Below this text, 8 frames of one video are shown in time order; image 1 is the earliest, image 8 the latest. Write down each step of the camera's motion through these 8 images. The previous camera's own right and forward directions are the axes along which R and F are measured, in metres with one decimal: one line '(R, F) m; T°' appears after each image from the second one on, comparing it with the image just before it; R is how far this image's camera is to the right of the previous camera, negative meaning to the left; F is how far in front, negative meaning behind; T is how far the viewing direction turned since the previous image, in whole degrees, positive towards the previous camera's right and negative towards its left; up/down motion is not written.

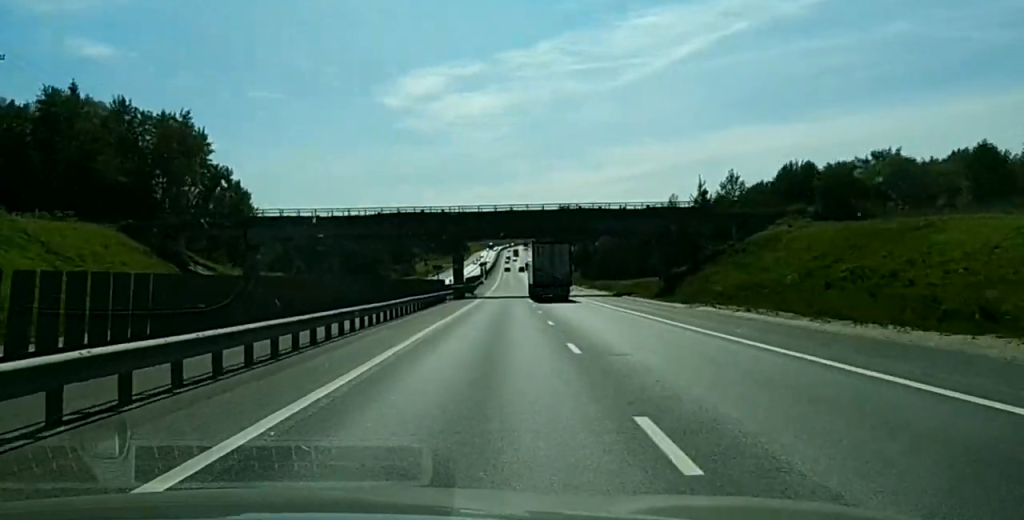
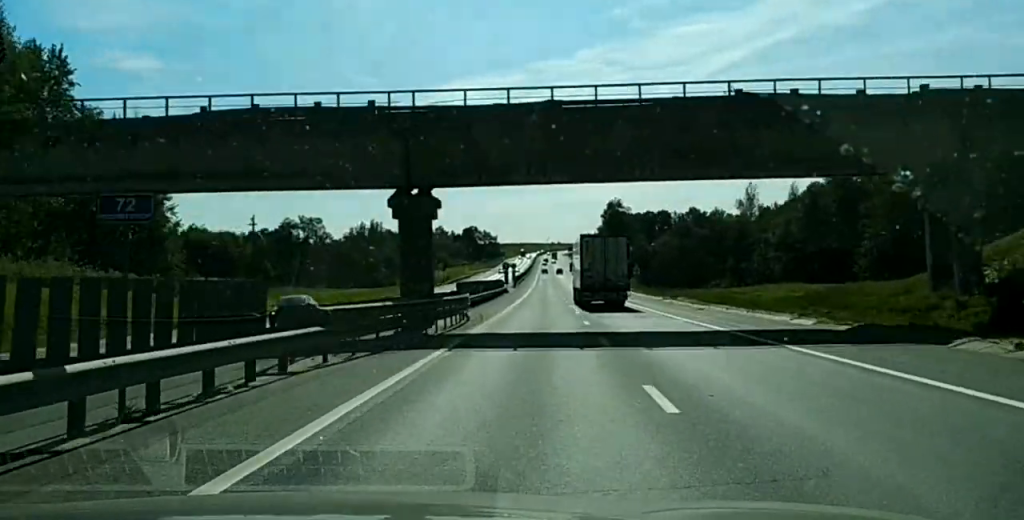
(-0.4, +61.4) m; +2°
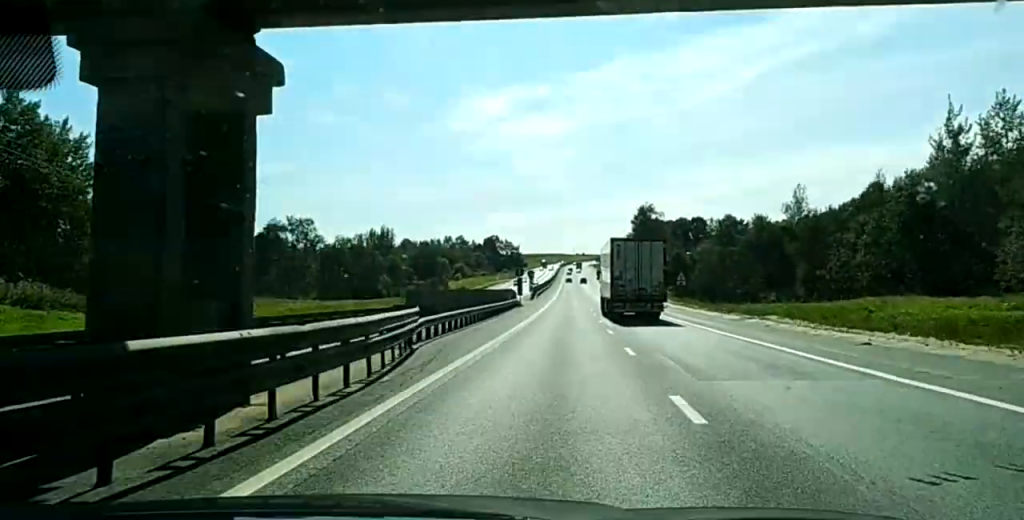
(+1.1, +30.8) m; +2°
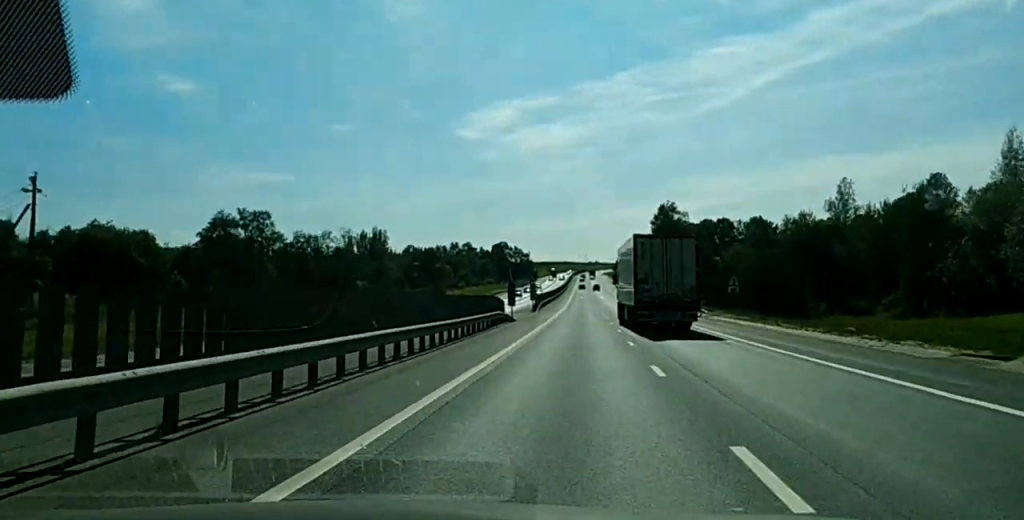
(+0.1, +35.0) m; 0°
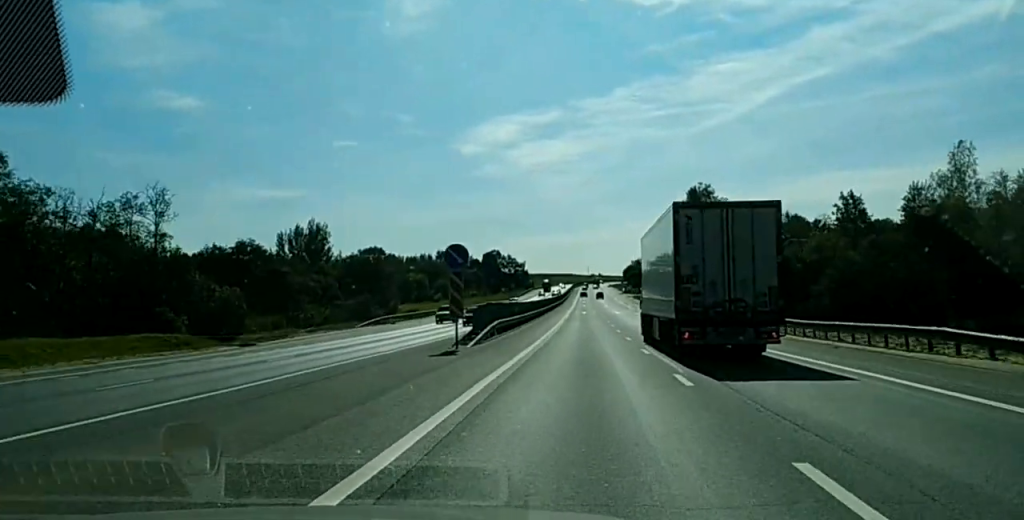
(-1.3, +71.5) m; -2°
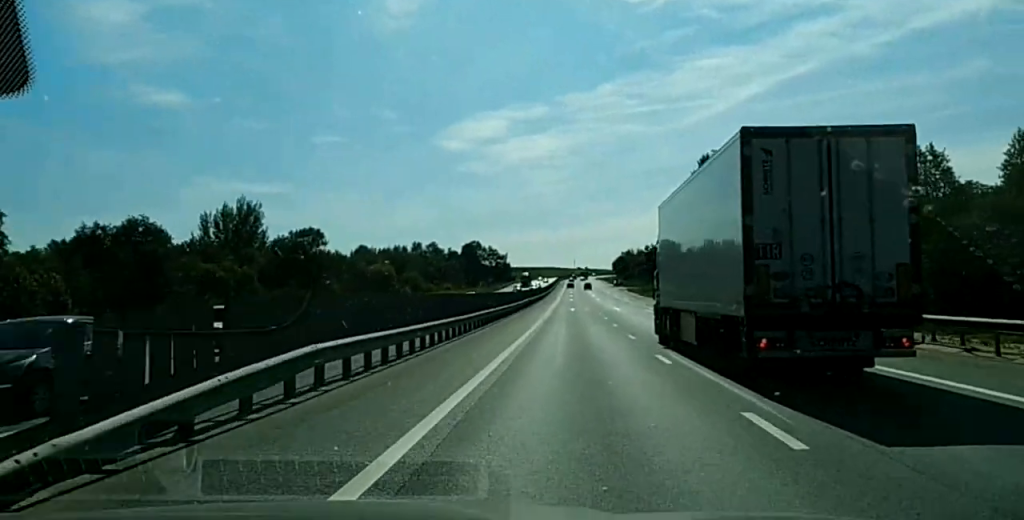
(-0.3, +32.4) m; 0°
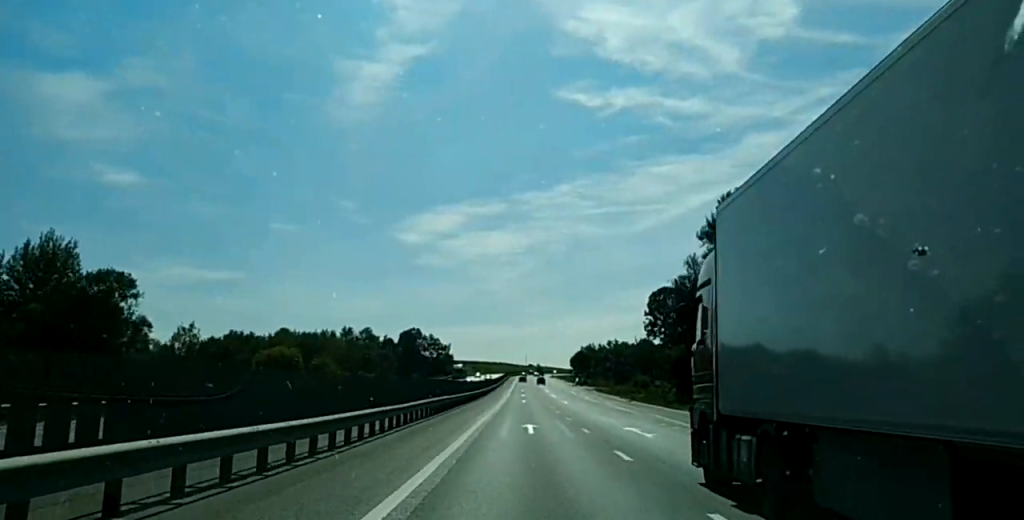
(+0.5, +44.1) m; +1°
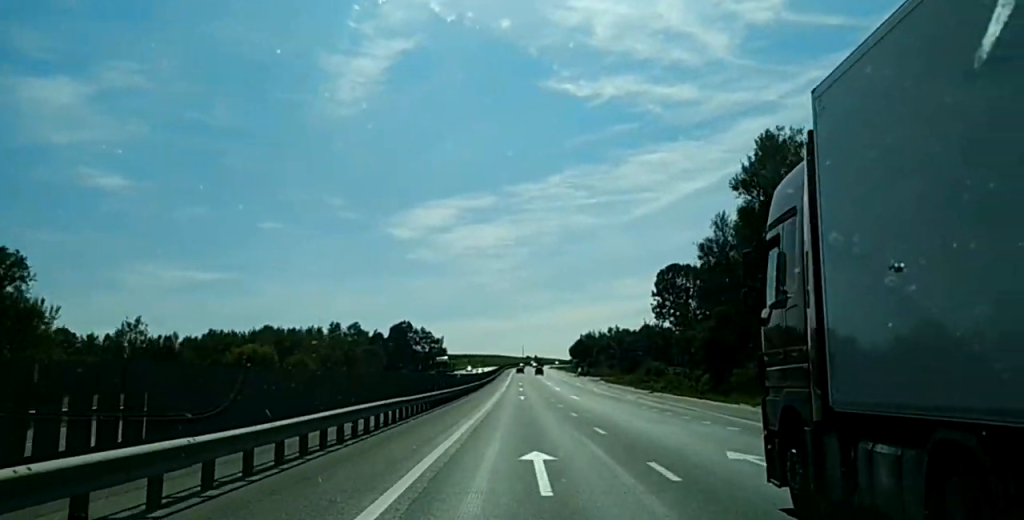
(+0.1, +16.9) m; 0°
